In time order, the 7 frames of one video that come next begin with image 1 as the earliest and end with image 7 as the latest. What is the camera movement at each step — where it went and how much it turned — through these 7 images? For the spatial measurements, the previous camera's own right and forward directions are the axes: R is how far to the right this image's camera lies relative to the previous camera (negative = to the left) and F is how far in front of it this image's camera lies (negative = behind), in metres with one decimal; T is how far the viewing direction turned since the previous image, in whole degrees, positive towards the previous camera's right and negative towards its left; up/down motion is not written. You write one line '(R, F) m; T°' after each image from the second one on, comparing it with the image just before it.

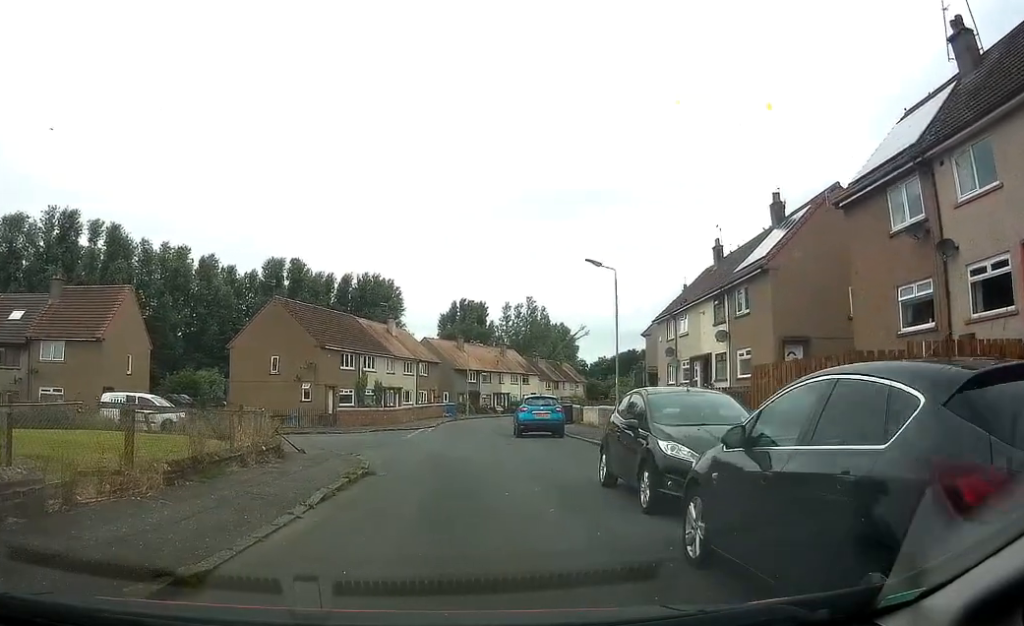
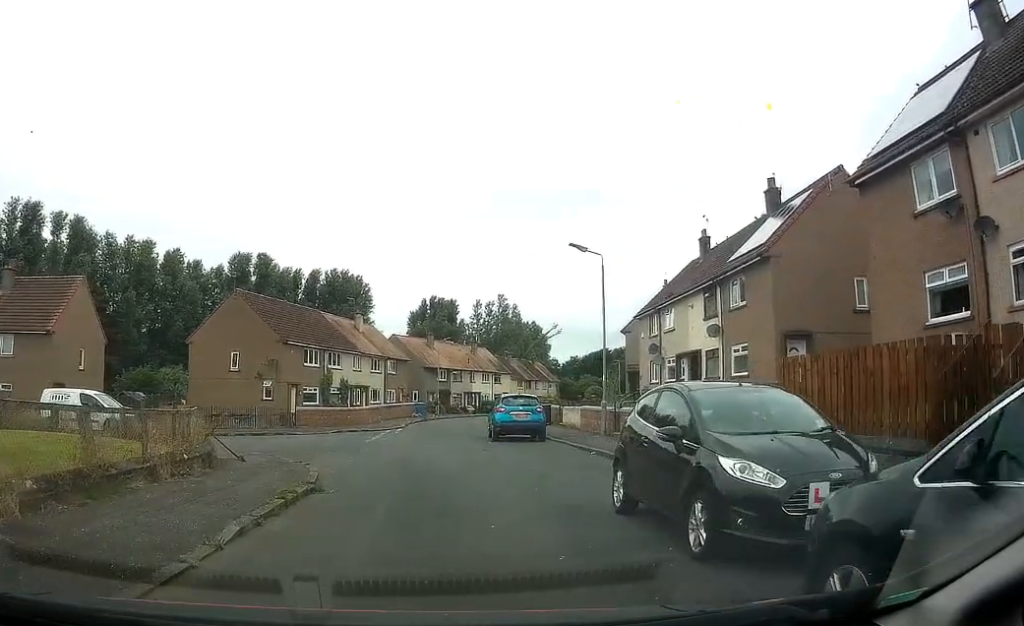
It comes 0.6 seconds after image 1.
(0.0, +2.5) m; +2°
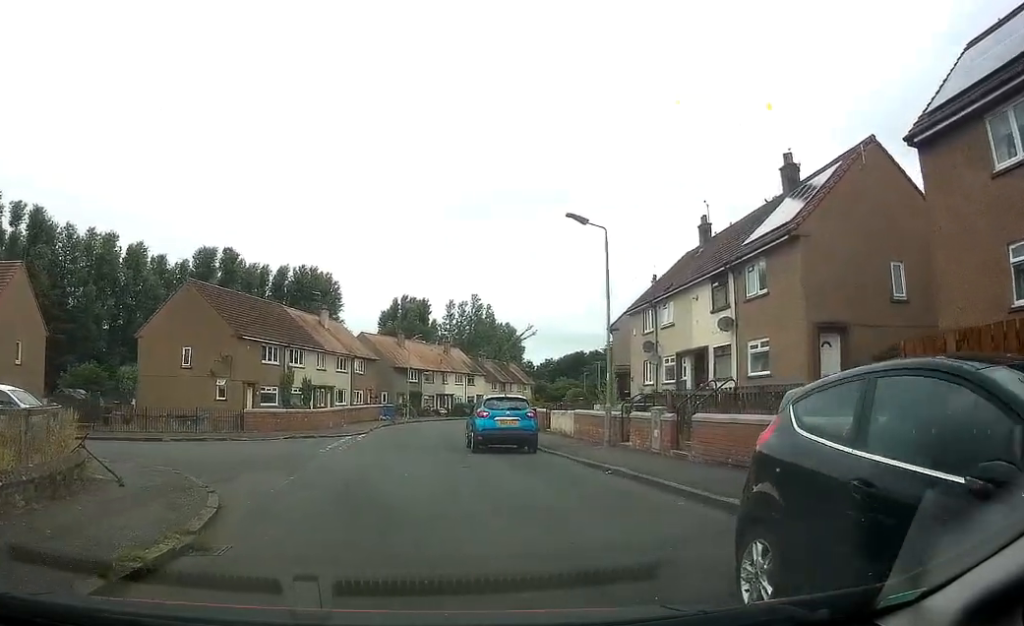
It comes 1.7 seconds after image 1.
(+0.2, +4.3) m; +3°
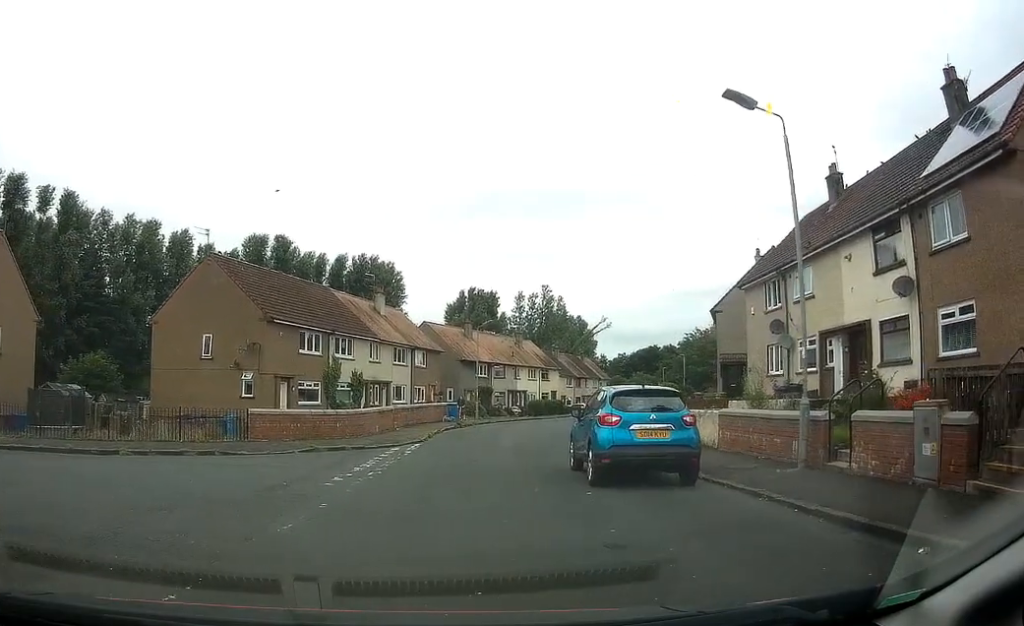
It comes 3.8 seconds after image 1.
(0.0, +8.3) m; -3°
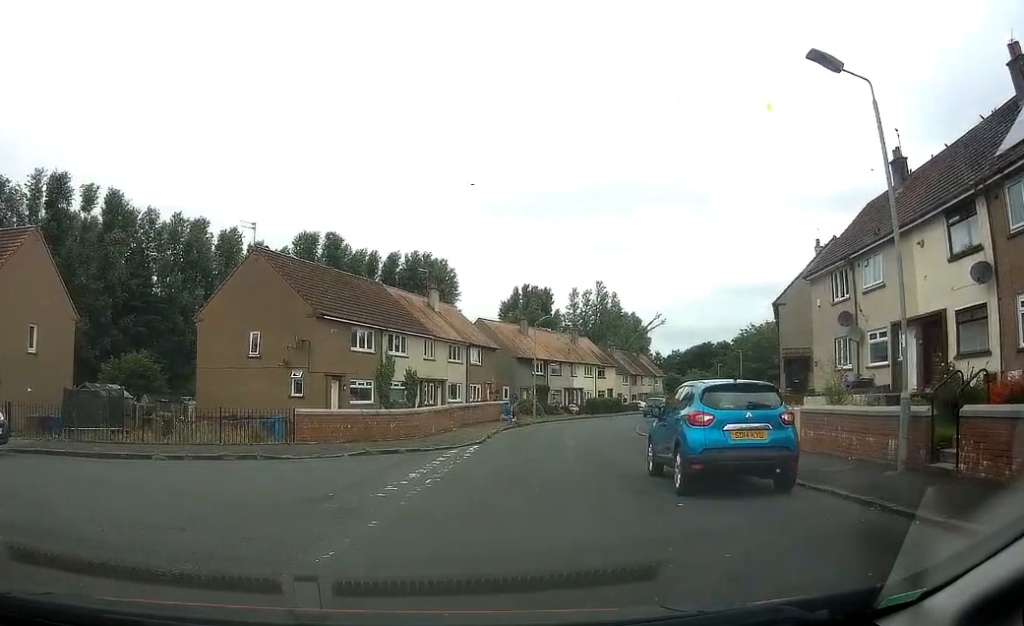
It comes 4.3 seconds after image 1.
(+0.1, +1.5) m; -5°
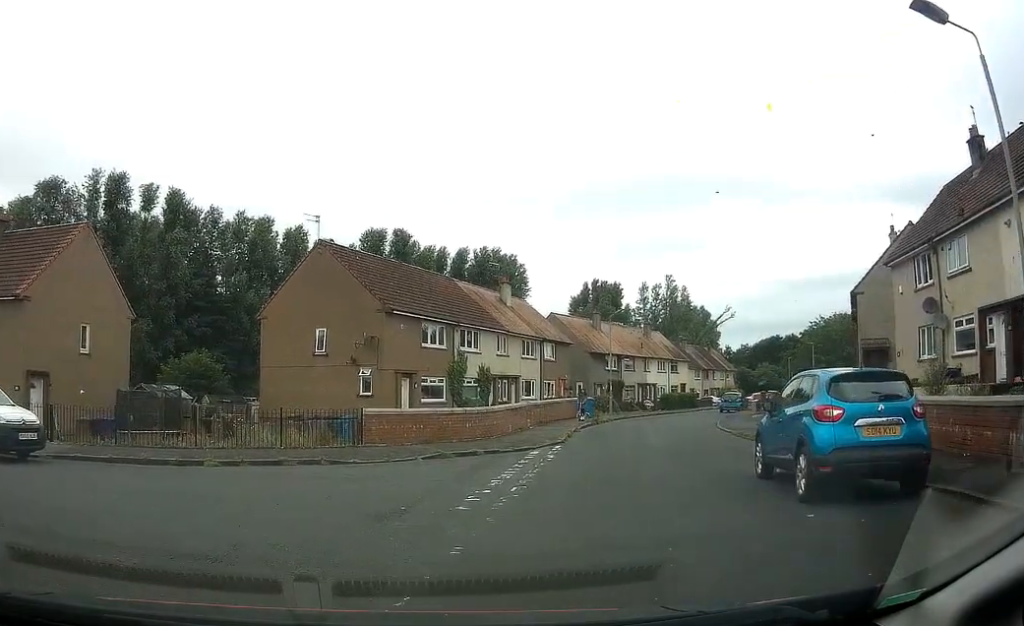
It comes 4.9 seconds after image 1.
(-0.3, +1.6) m; -14°
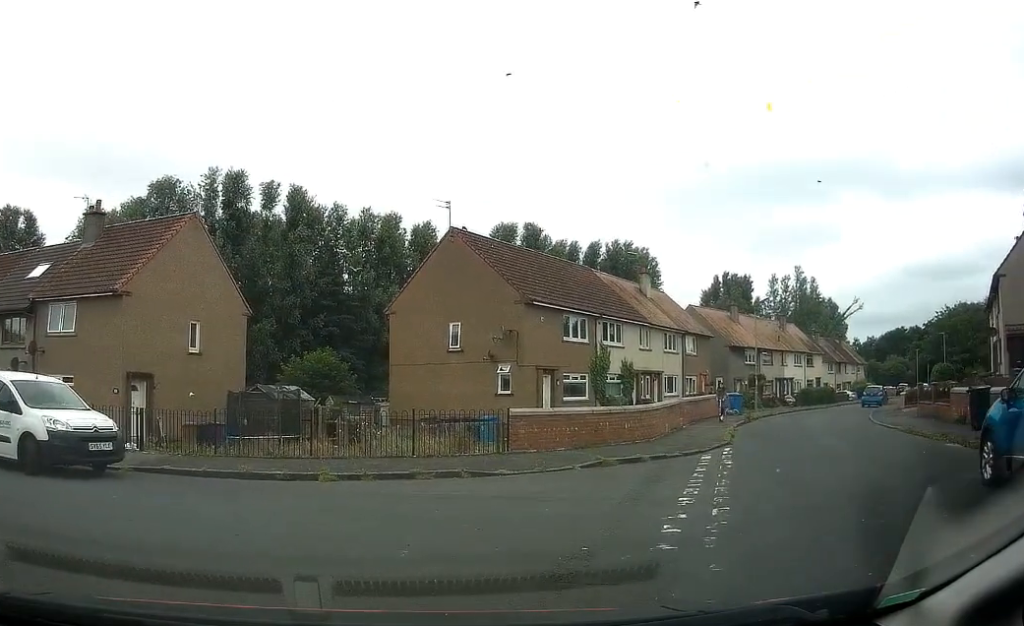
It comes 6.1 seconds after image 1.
(-0.6, +2.7) m; -14°
